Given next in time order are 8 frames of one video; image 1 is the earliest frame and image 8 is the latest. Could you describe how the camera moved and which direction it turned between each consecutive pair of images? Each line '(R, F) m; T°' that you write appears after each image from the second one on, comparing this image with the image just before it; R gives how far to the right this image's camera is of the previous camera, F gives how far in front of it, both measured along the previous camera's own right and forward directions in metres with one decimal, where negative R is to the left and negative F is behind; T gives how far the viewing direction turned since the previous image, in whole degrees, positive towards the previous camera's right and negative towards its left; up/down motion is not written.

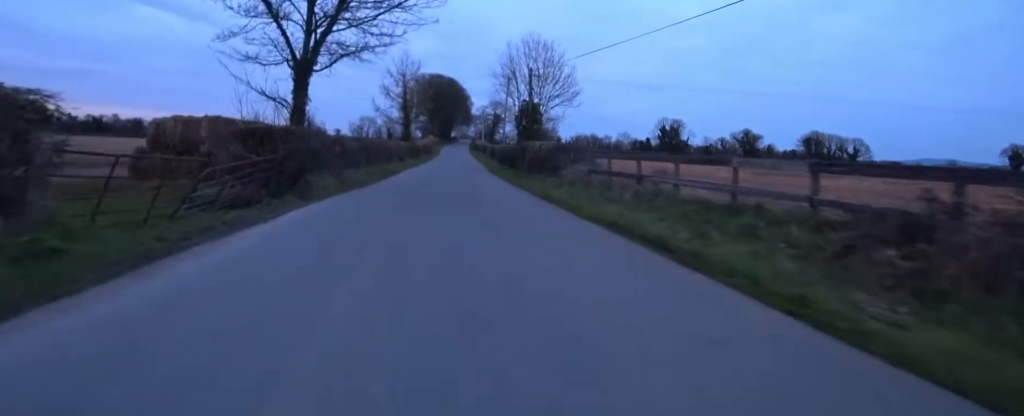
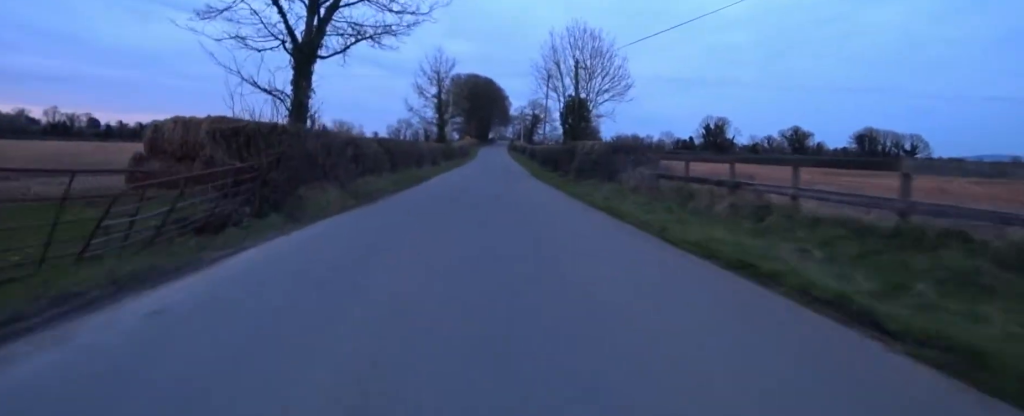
(-0.3, +2.5) m; -6°
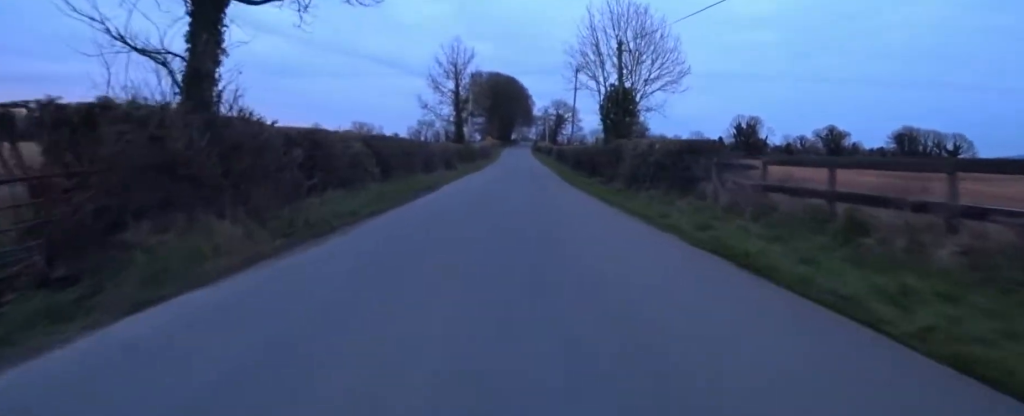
(-0.5, +4.3) m; -1°
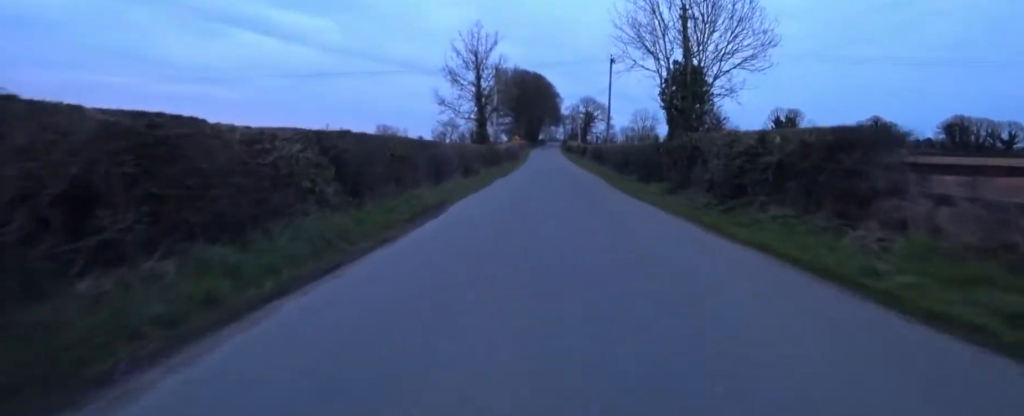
(+0.2, +4.5) m; -3°
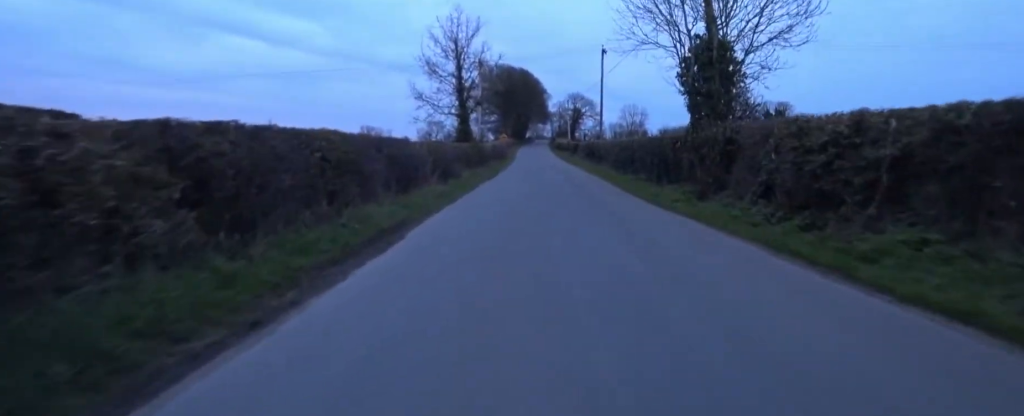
(-0.5, +3.3) m; -1°
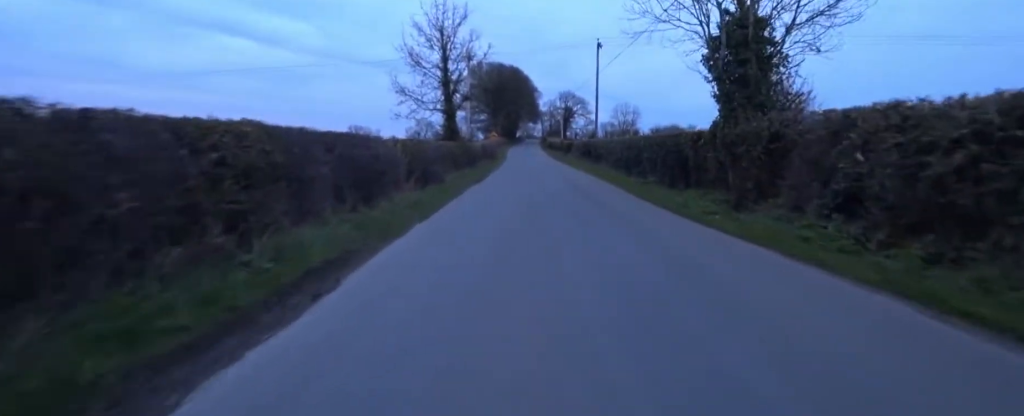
(+0.4, +2.5) m; +6°
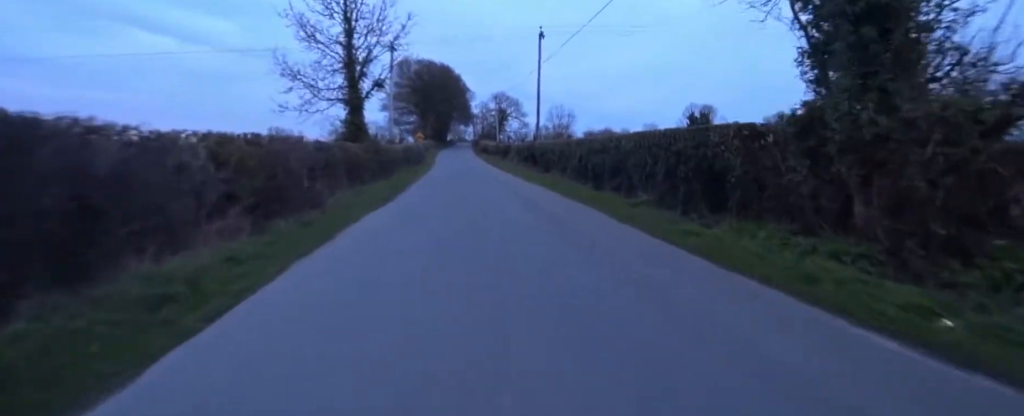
(+0.3, +6.0) m; +10°
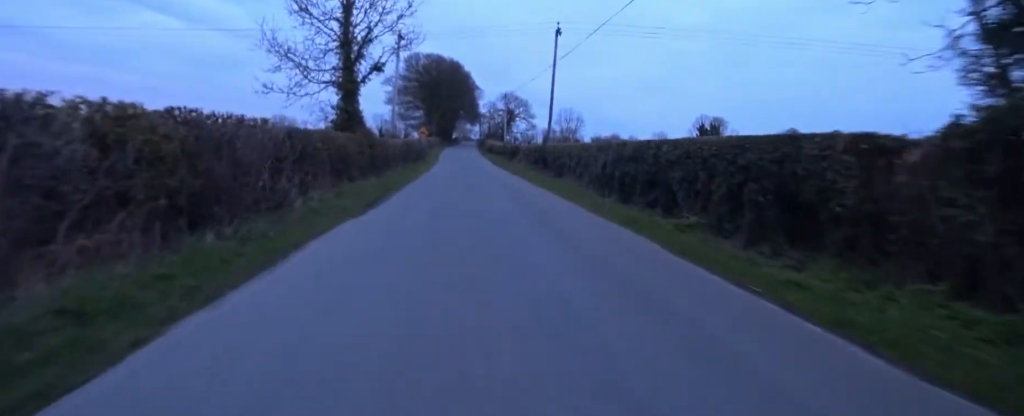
(+0.3, +2.2) m; -5°
